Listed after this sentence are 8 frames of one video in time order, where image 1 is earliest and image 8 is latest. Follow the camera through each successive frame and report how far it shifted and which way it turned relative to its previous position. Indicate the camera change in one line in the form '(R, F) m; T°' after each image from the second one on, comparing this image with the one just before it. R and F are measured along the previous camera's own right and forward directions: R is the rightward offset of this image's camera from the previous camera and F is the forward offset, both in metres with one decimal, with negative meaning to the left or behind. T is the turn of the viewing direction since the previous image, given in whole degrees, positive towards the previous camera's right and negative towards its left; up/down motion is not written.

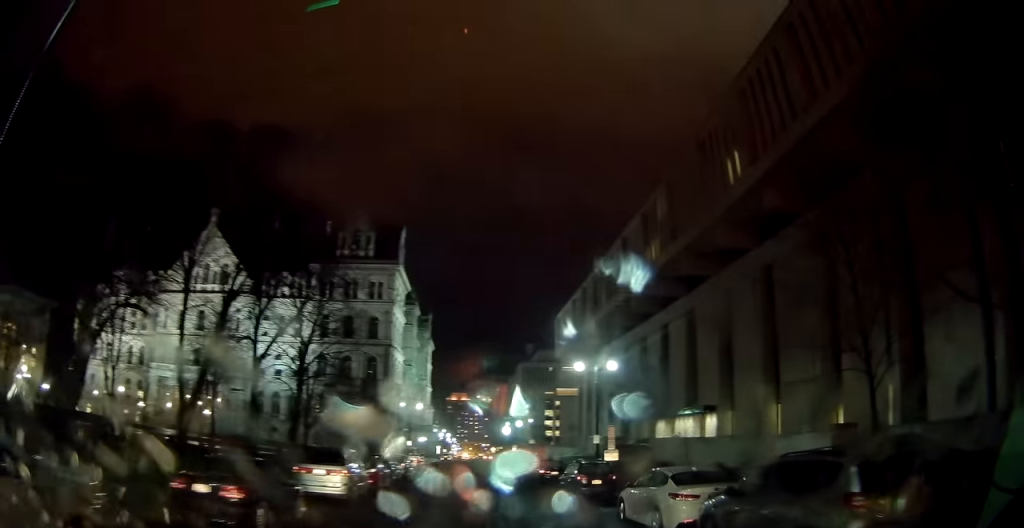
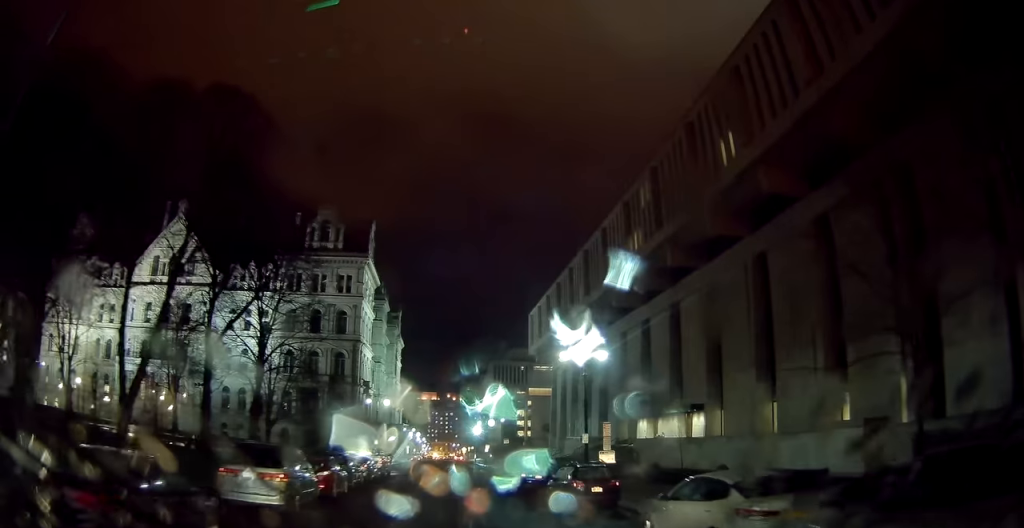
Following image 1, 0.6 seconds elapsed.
(-0.1, +4.0) m; 0°
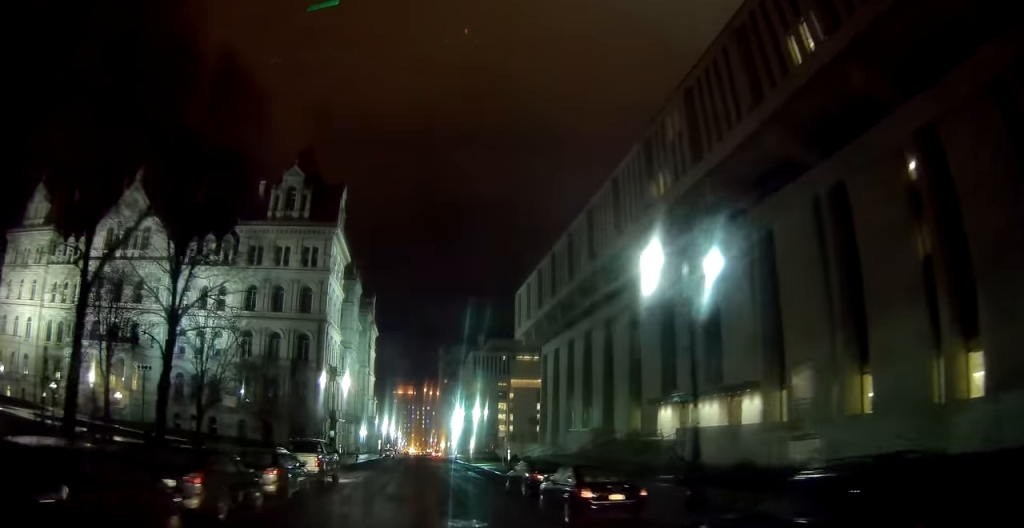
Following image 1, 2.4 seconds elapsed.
(0.0, +15.9) m; +1°
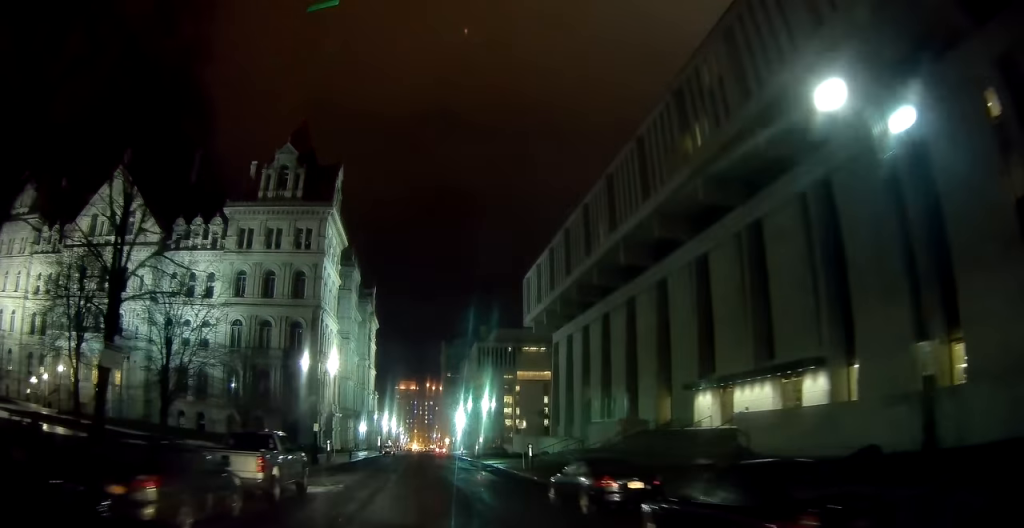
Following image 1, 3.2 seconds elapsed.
(+0.2, +8.5) m; +1°
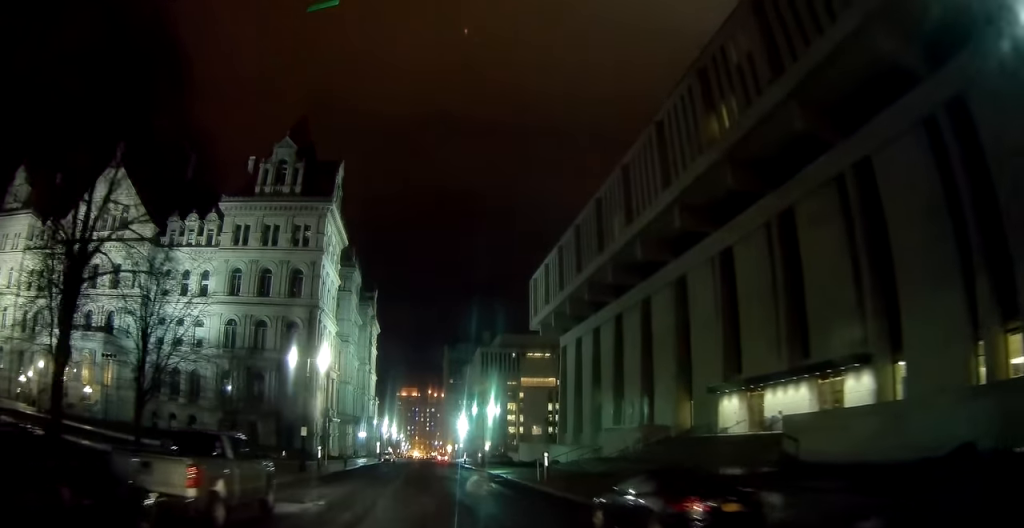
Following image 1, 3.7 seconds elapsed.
(+0.1, +4.5) m; 0°
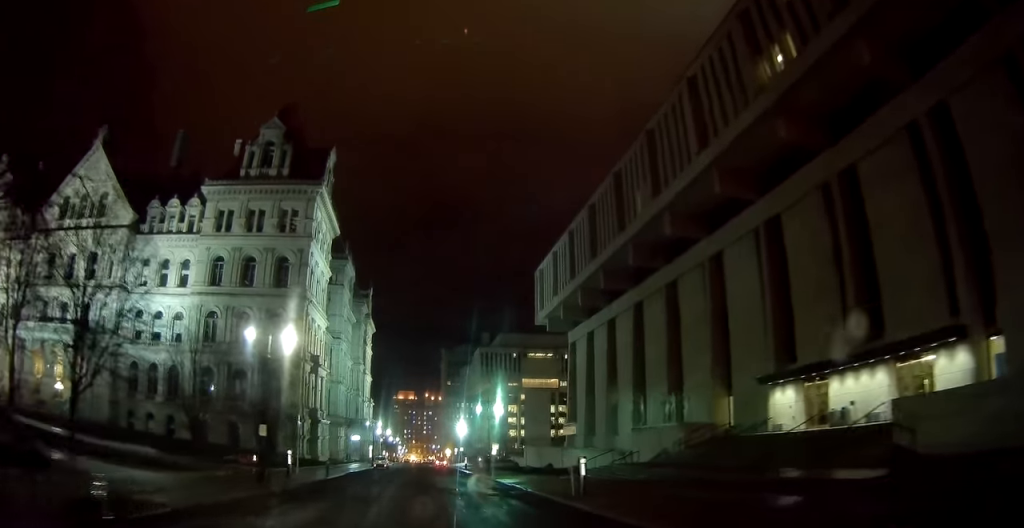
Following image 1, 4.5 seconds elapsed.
(-0.1, +8.6) m; -1°
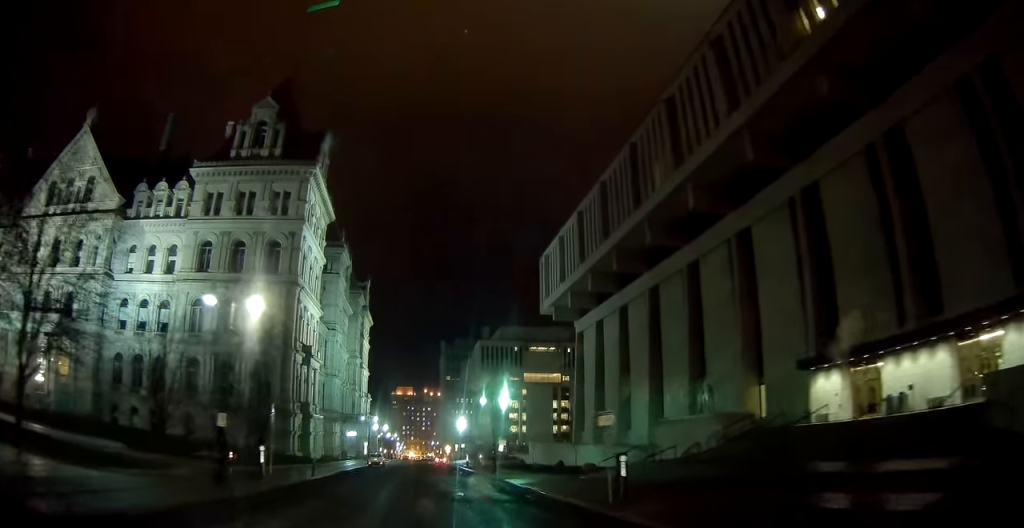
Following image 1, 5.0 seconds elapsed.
(0.0, +5.5) m; 0°
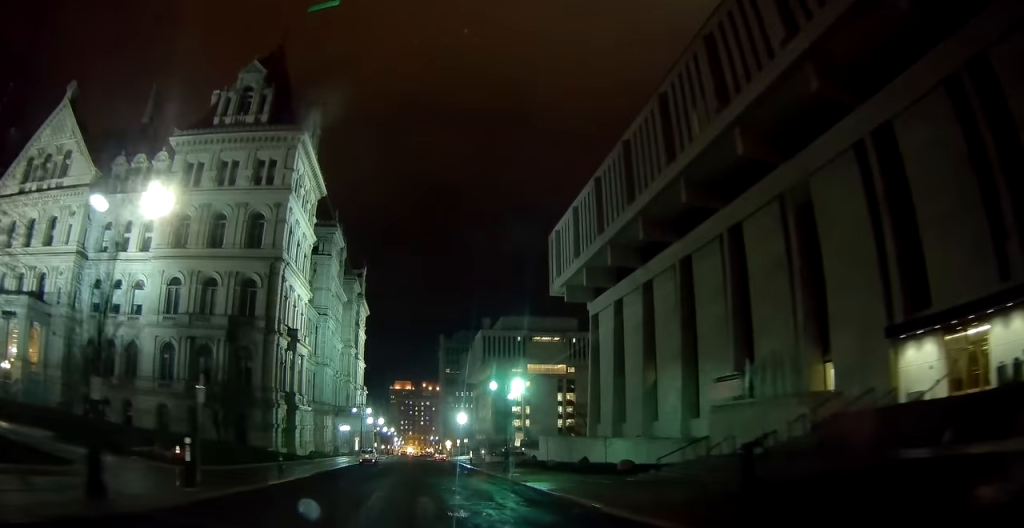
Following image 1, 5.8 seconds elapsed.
(0.0, +8.8) m; +1°
